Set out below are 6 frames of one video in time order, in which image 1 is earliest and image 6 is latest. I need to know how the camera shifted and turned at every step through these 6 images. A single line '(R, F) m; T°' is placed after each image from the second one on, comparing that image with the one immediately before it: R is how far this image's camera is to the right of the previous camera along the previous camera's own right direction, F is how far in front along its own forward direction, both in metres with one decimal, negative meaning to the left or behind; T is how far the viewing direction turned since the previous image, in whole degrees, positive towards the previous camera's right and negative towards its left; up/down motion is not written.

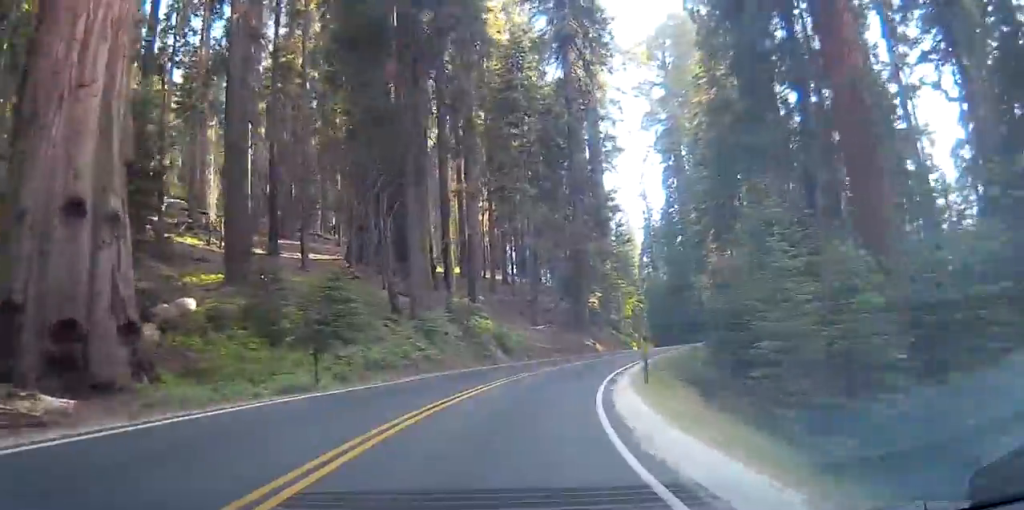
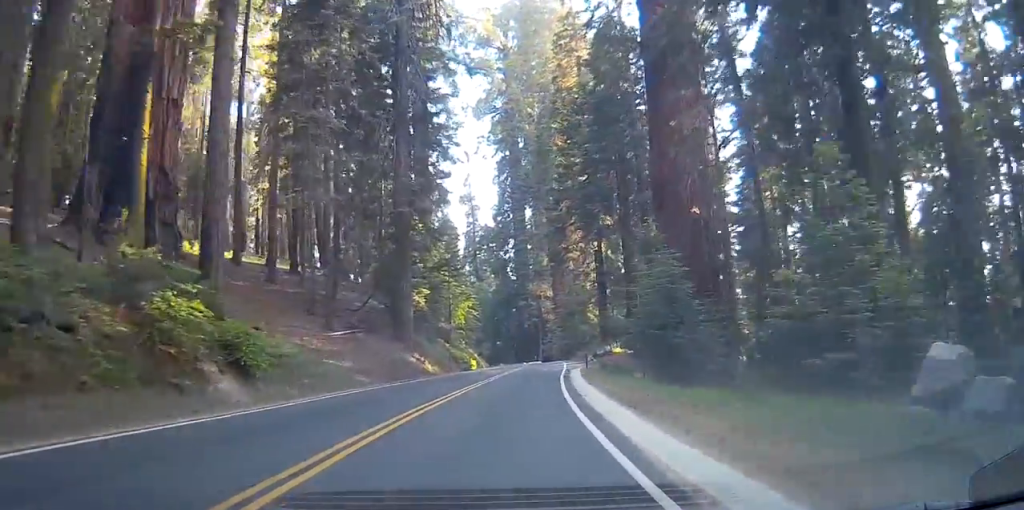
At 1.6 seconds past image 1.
(+4.5, +22.2) m; +13°
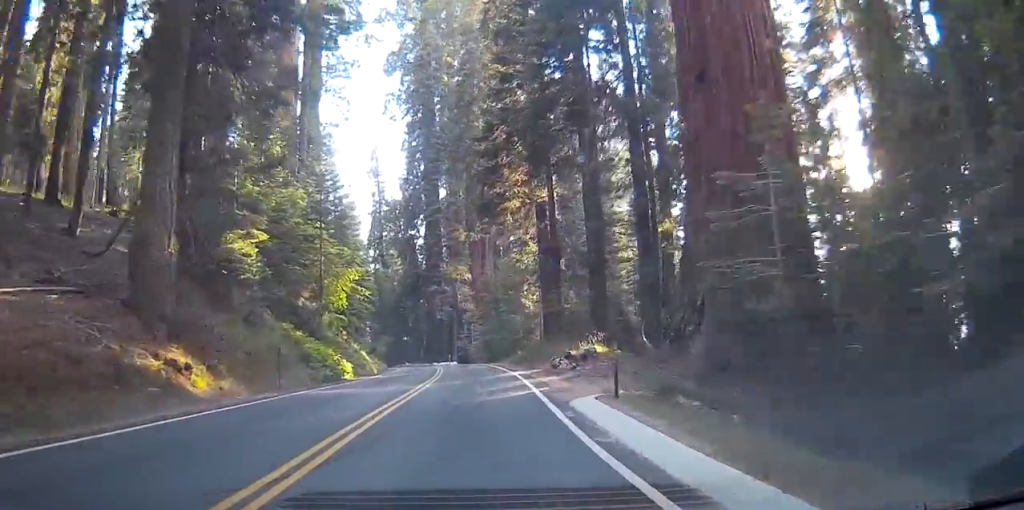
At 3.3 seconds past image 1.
(+0.8, +24.7) m; +3°
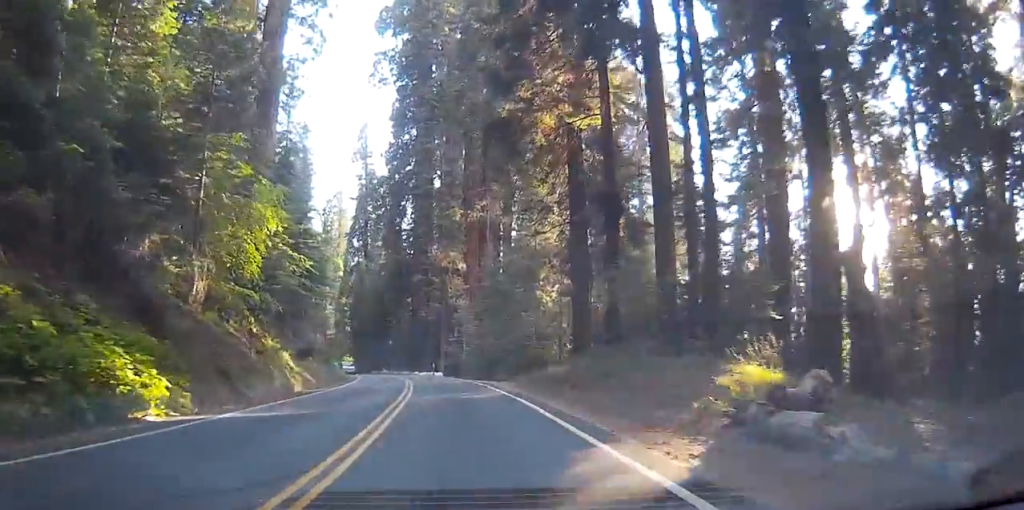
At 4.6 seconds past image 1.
(+0.1, +21.2) m; +2°
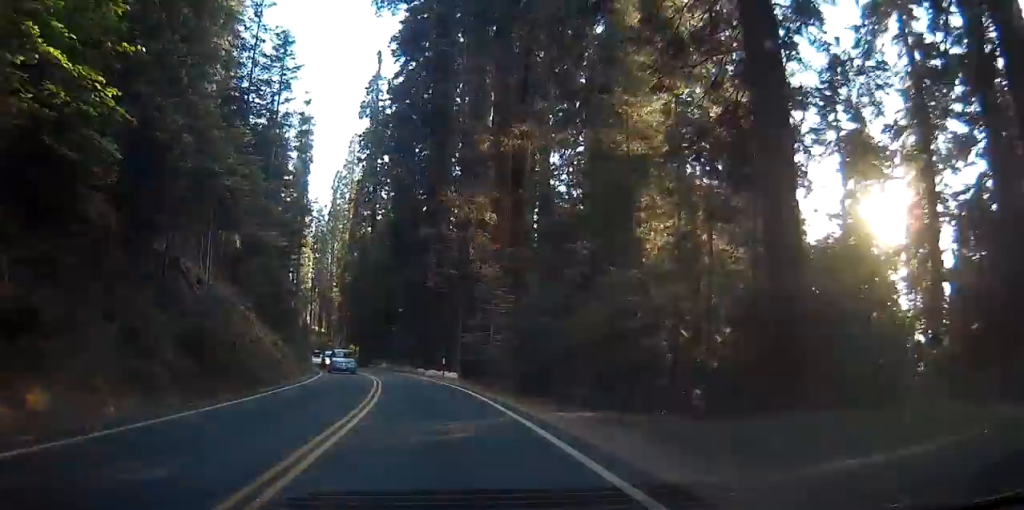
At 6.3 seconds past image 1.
(+1.4, +26.0) m; +4°
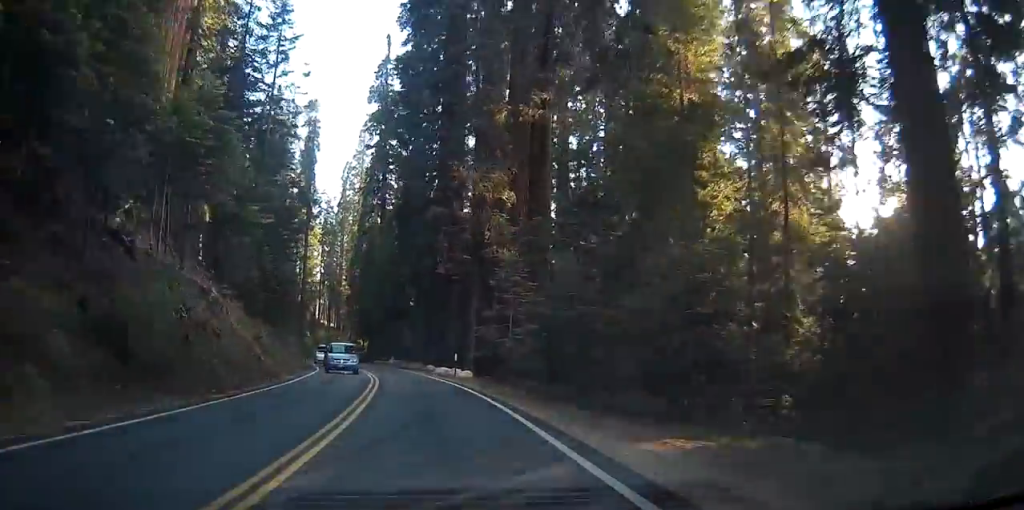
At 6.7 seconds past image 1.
(0.0, +6.4) m; 0°
